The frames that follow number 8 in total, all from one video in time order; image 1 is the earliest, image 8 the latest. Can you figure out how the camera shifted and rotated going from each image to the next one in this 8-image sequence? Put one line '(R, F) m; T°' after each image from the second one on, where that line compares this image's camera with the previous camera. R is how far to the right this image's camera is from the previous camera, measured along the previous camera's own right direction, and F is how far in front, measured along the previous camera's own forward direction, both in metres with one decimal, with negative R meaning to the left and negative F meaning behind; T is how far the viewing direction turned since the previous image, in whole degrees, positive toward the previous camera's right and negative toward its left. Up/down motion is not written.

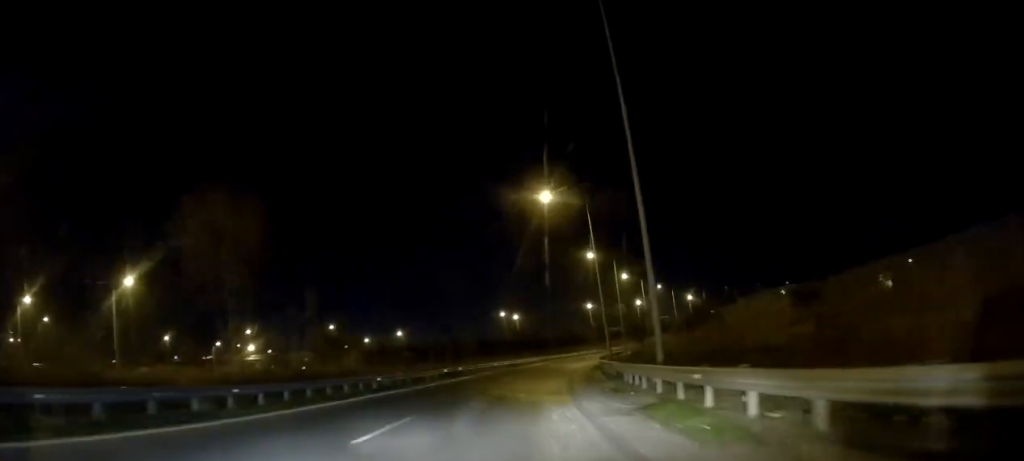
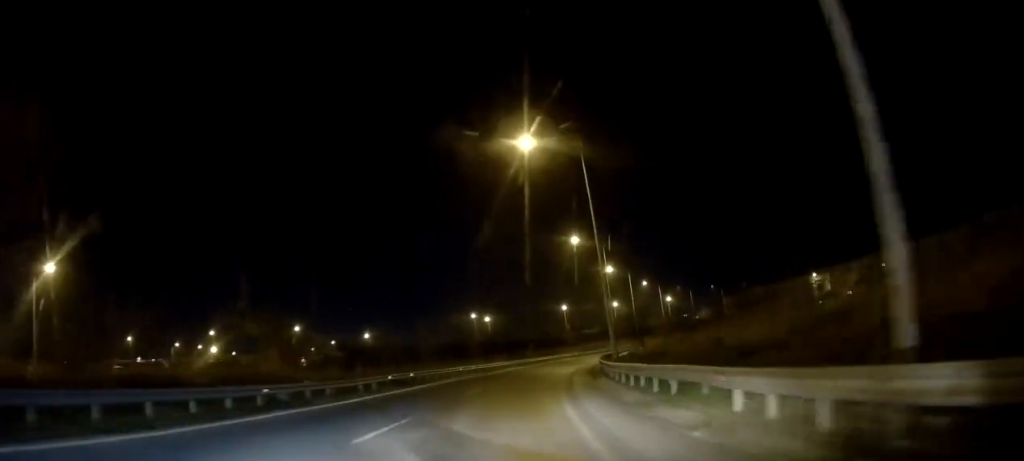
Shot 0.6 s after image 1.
(+0.5, +11.7) m; +4°
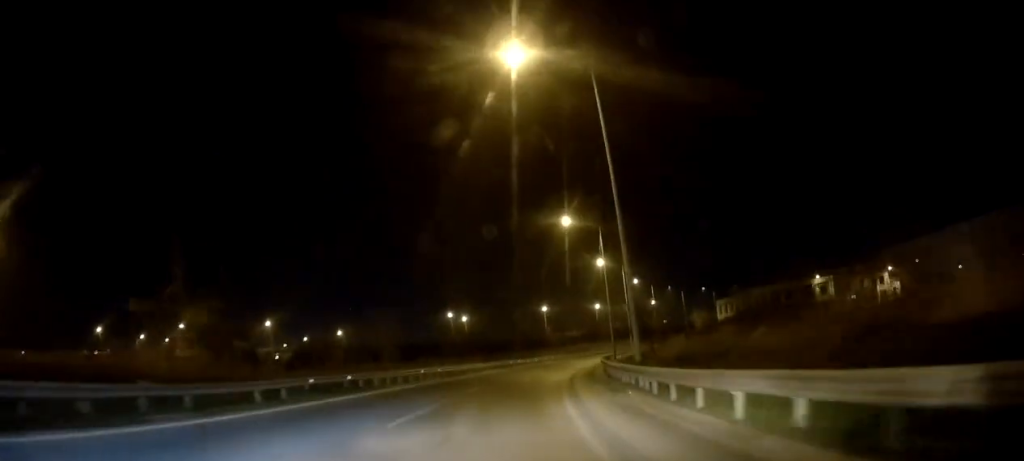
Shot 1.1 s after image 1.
(+0.2, +10.1) m; +3°
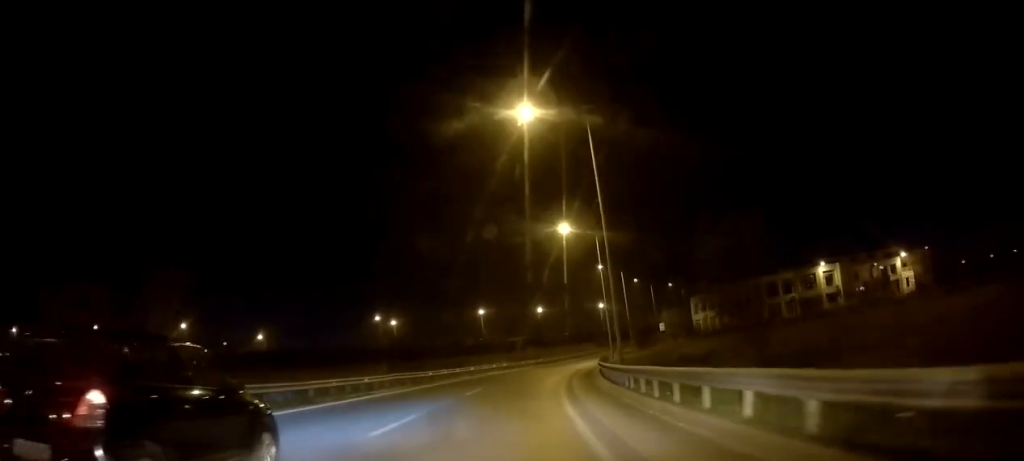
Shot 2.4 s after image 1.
(+1.3, +24.8) m; +5°
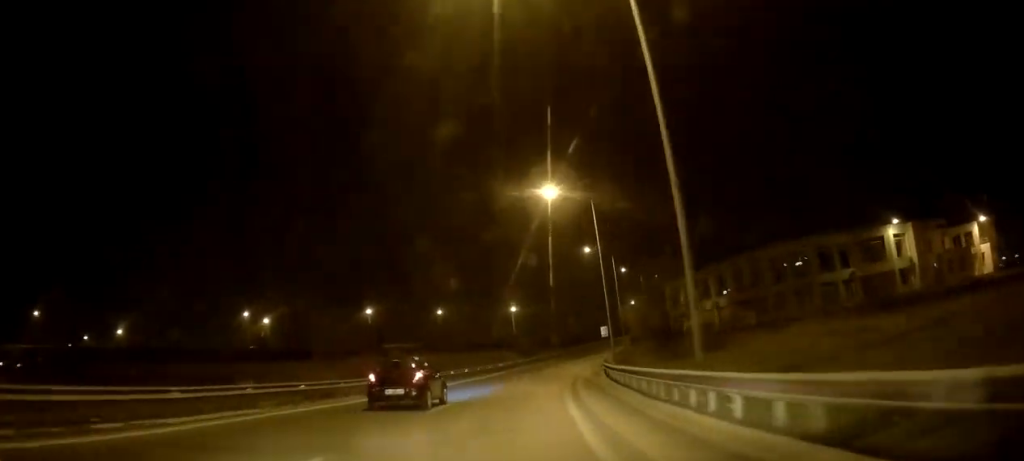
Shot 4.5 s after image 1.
(+3.2, +41.9) m; +9°
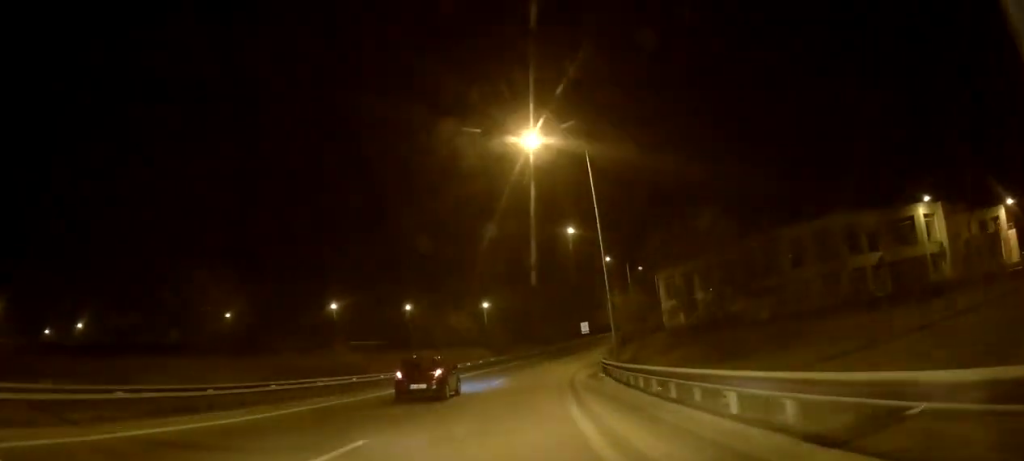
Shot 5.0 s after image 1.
(+0.1, +10.0) m; +2°
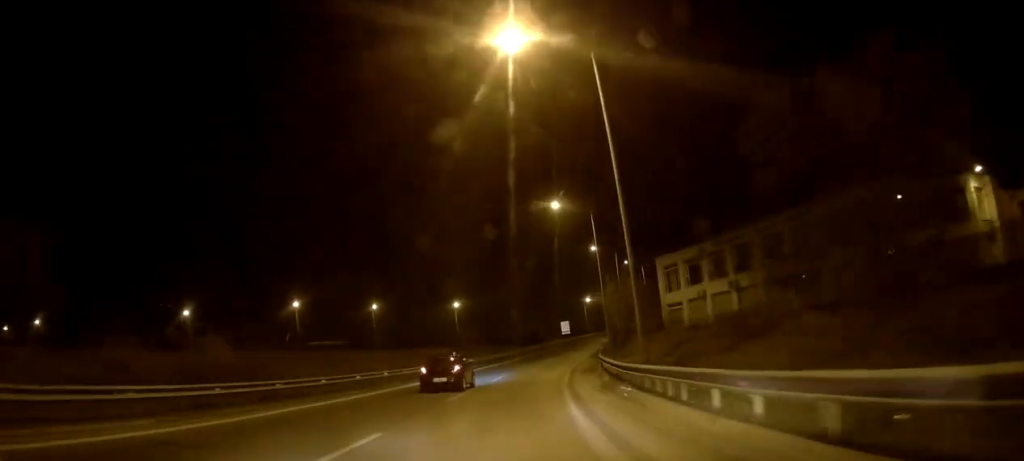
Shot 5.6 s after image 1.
(+0.4, +11.6) m; +2°
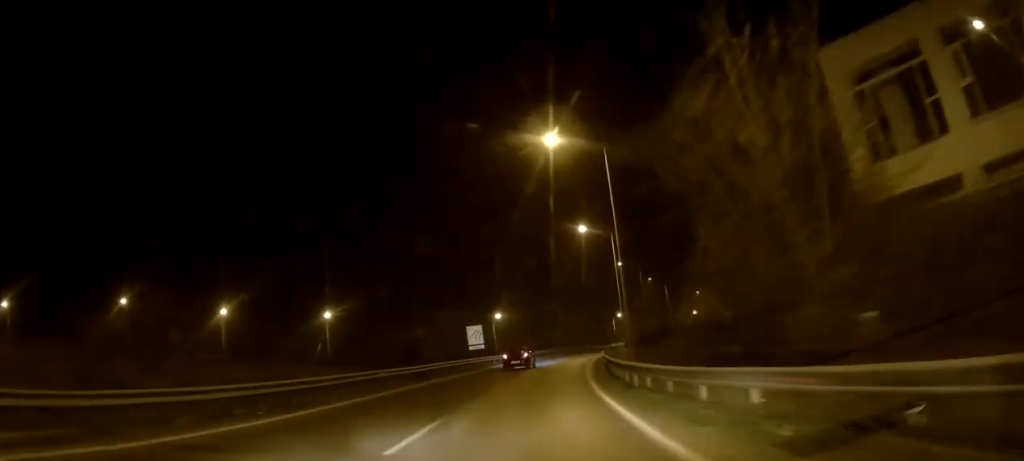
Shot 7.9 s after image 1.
(+4.2, +45.2) m; +11°
